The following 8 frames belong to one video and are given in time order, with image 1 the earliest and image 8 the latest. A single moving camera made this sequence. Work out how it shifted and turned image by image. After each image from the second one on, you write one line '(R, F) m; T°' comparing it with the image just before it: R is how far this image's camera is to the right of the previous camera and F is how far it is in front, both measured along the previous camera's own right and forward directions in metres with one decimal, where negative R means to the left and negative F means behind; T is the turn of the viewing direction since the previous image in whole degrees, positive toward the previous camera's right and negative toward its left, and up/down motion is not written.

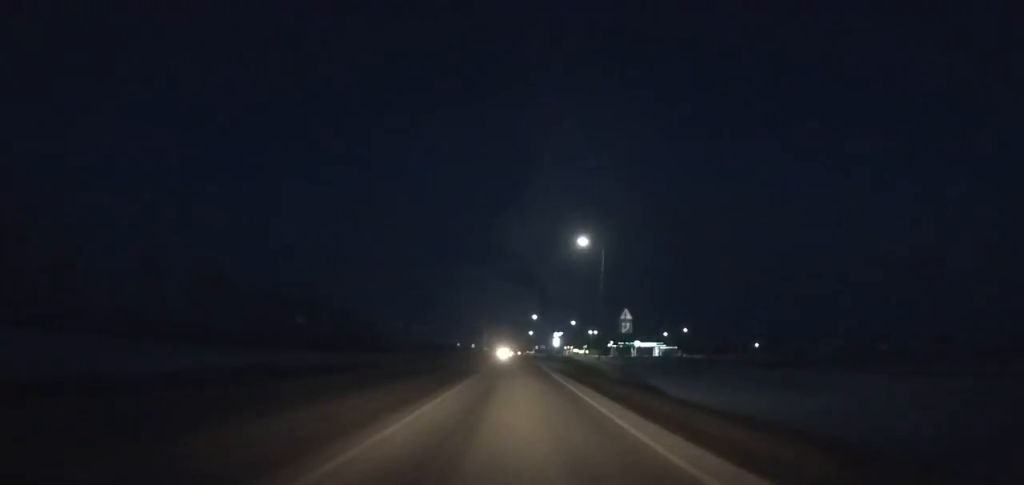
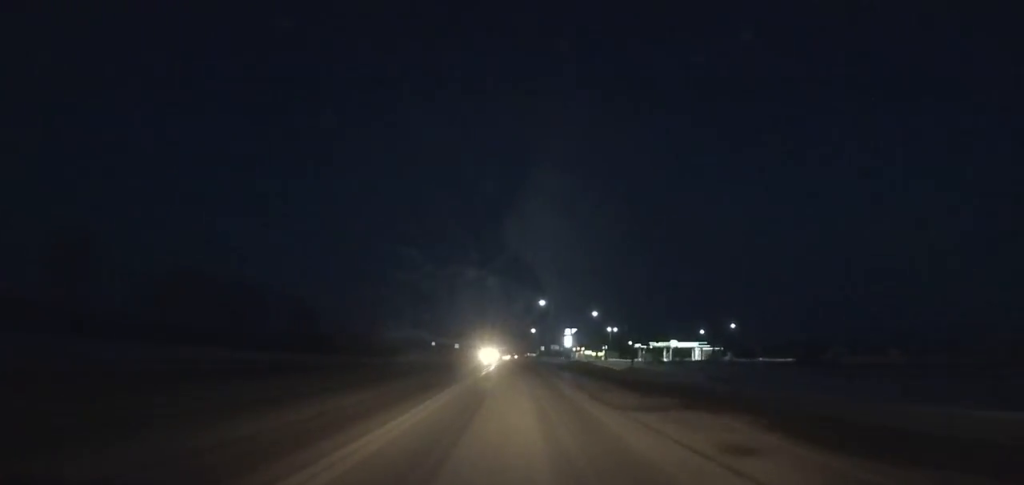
(+0.1, +50.8) m; 0°
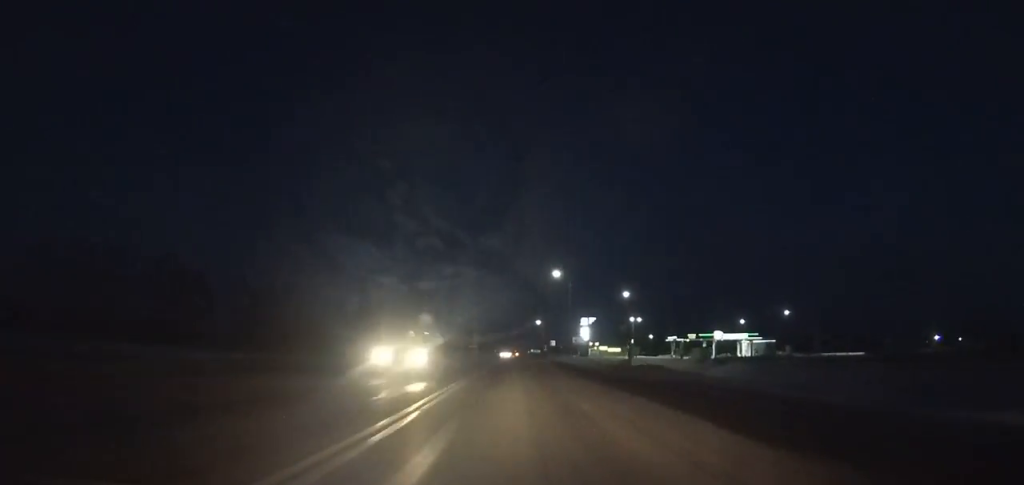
(+0.1, +35.0) m; 0°
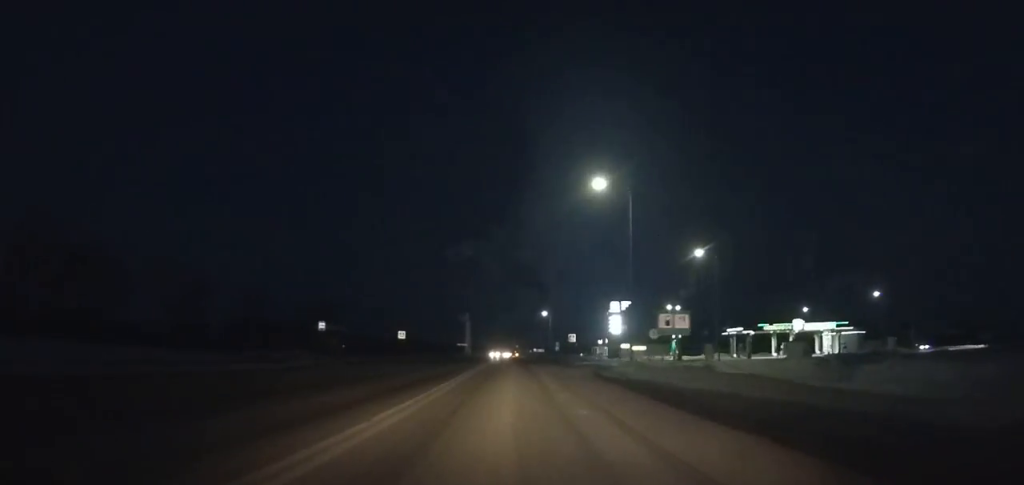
(0.0, +36.9) m; 0°
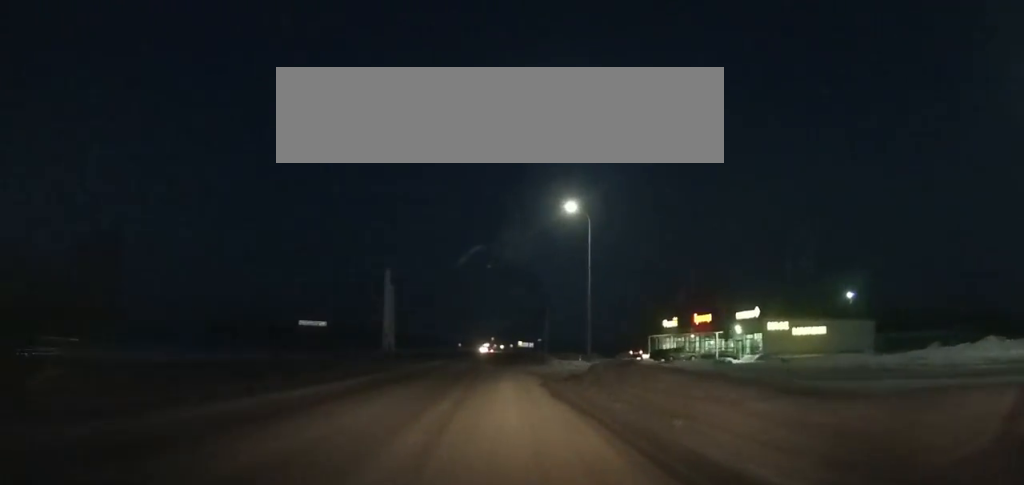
(+1.0, +90.0) m; +2°
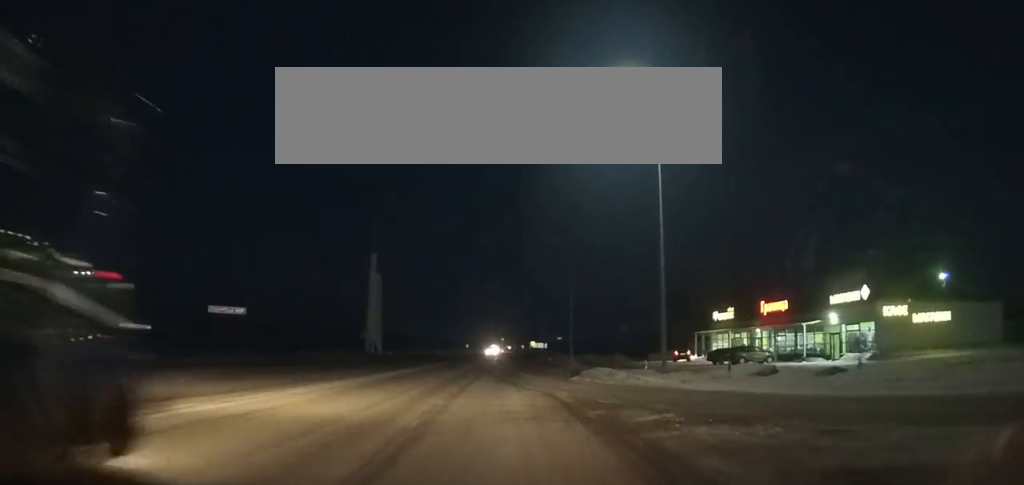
(+0.1, +17.2) m; -1°
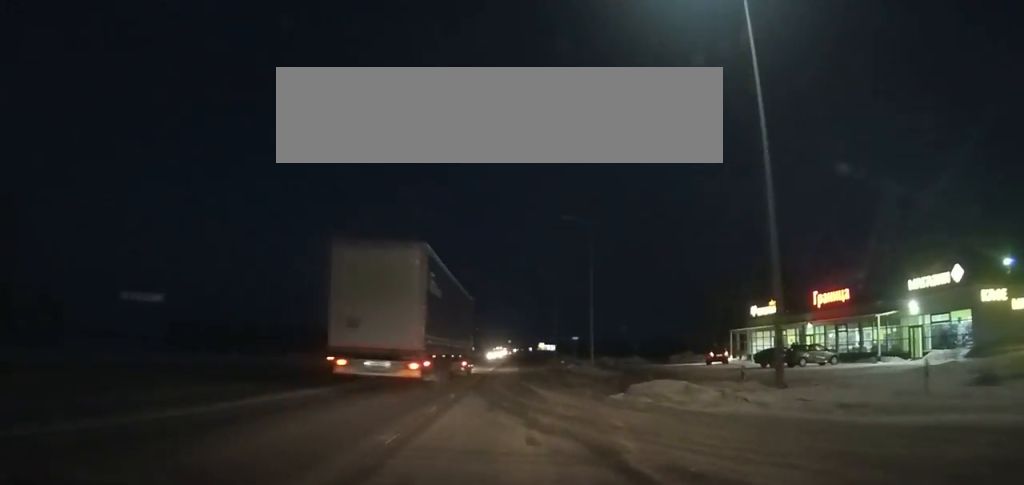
(-0.4, +9.7) m; +2°
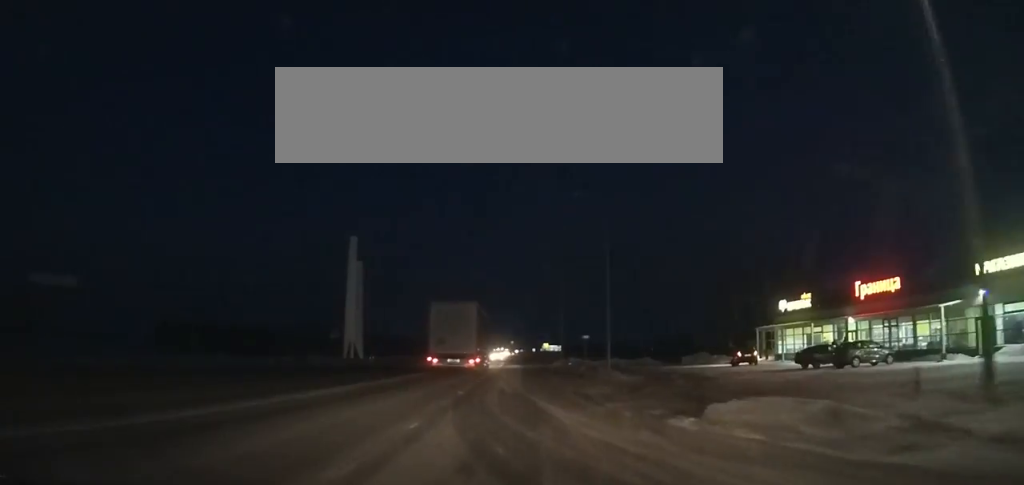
(+0.1, +4.6) m; +7°
